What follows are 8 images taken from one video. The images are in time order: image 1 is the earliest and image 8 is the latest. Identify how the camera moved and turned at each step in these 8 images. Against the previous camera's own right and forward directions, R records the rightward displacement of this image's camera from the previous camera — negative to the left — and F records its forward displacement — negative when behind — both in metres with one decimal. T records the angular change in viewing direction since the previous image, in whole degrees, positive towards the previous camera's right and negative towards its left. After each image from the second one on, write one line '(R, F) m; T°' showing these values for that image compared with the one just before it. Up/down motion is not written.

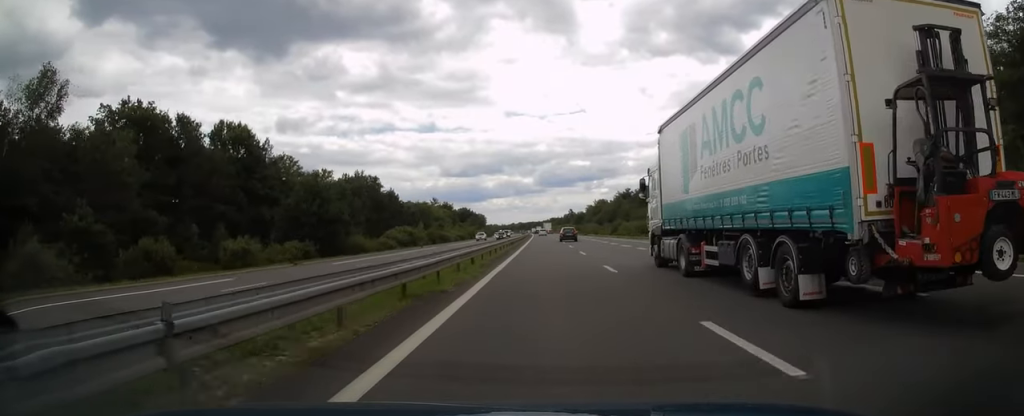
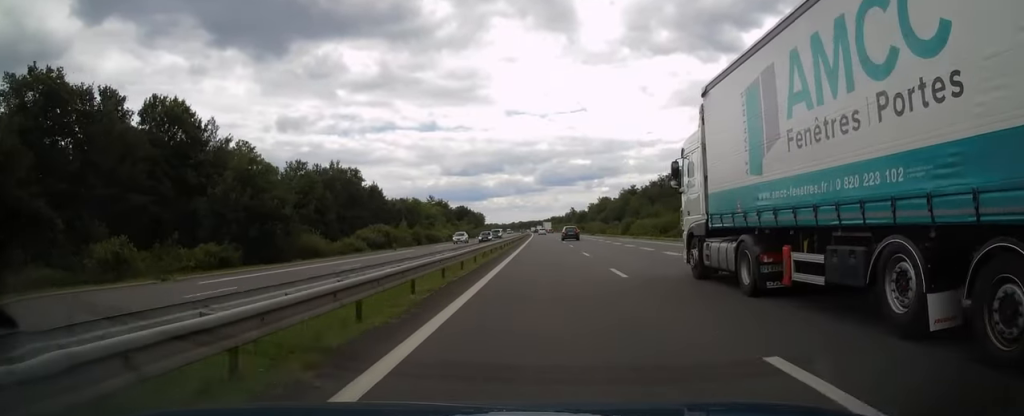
(0.0, +15.2) m; 0°
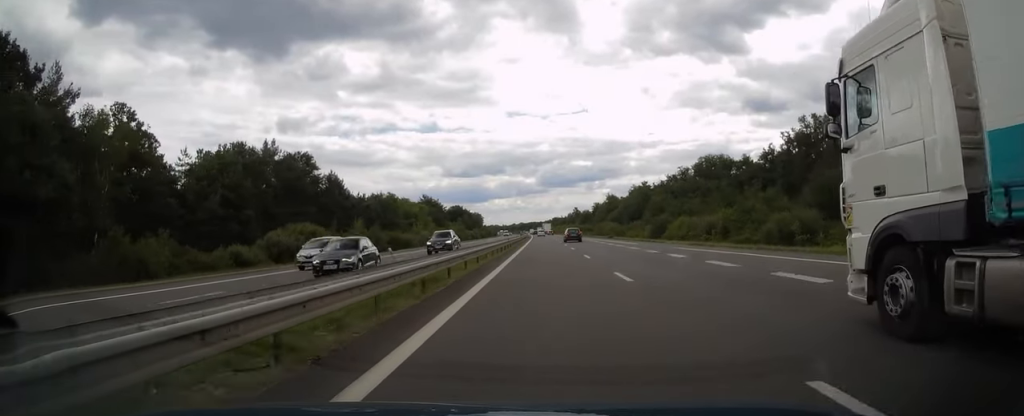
(0.0, +27.1) m; 0°
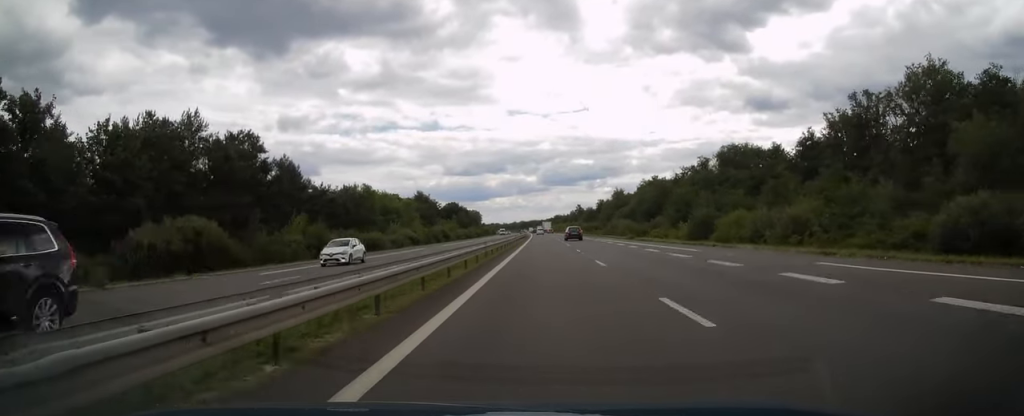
(0.0, +20.0) m; 0°
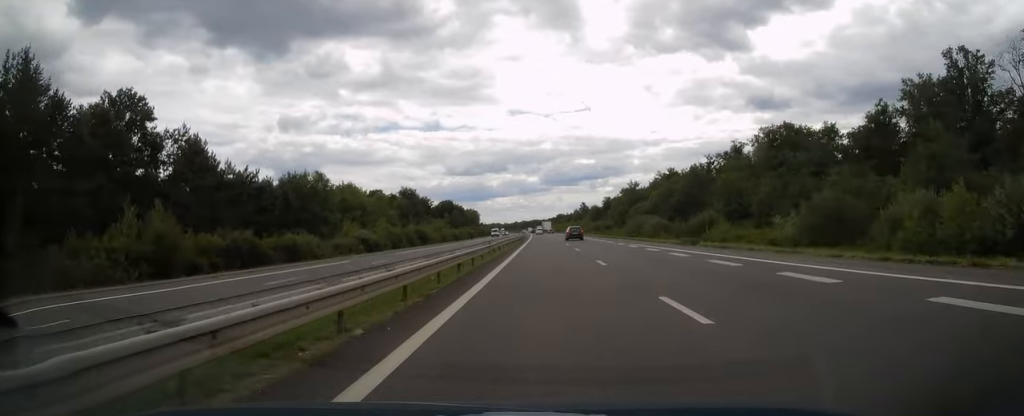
(-0.1, +25.9) m; 0°
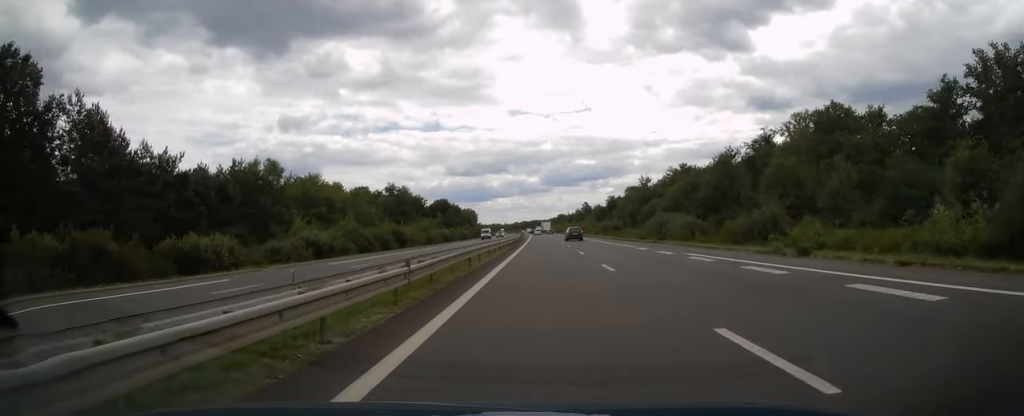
(0.0, +16.7) m; 0°
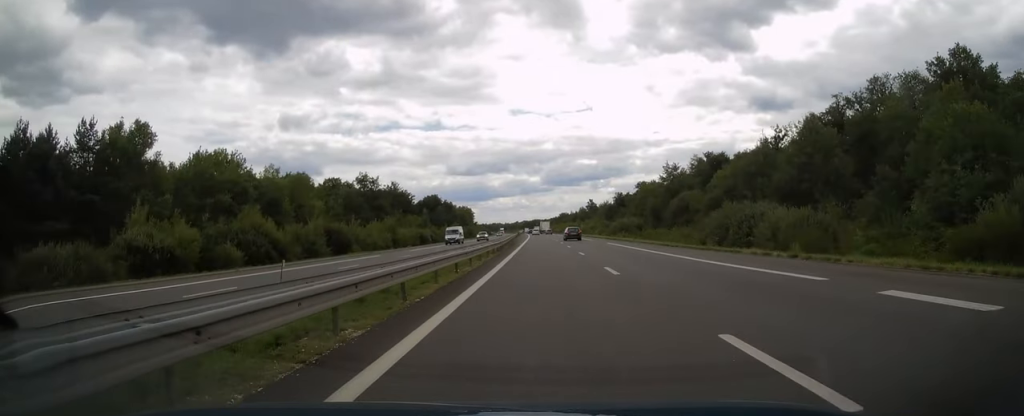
(0.0, +27.5) m; 0°
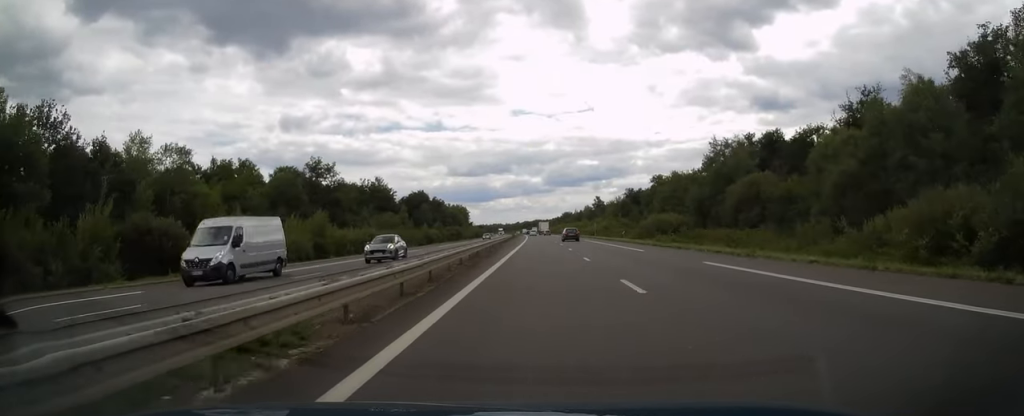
(0.0, +31.3) m; 0°
